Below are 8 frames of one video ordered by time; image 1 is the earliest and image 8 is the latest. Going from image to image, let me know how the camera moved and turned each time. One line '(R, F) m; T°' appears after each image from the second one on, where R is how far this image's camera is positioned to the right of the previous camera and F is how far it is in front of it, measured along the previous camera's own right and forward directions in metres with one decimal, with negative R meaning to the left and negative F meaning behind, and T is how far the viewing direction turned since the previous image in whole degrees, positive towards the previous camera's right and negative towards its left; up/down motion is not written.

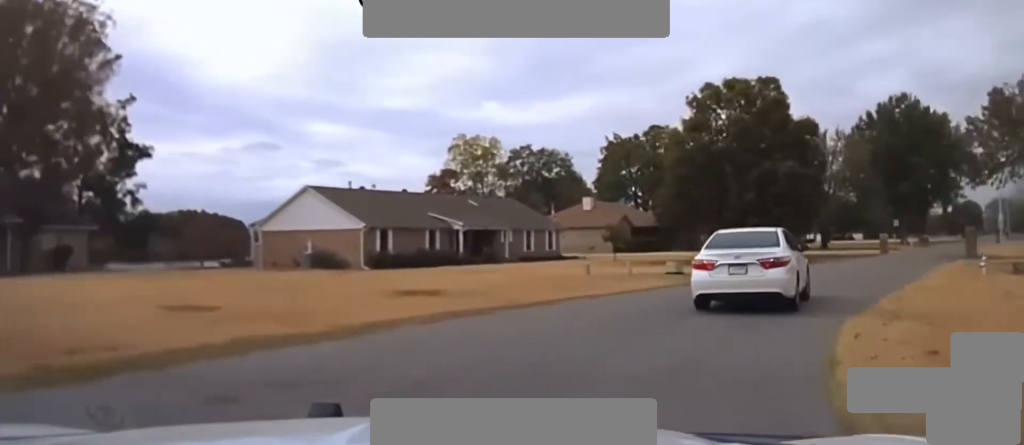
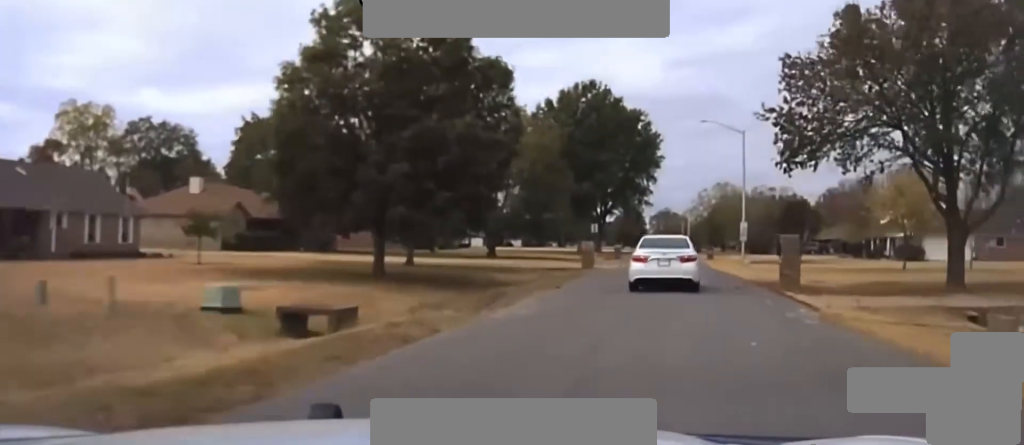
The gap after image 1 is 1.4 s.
(+3.4, +20.1) m; +18°
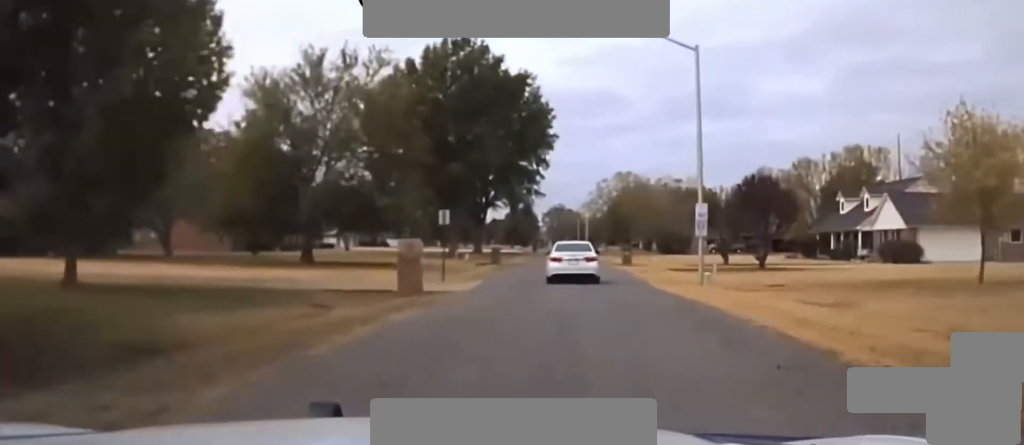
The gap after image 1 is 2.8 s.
(+3.7, +24.1) m; +12°
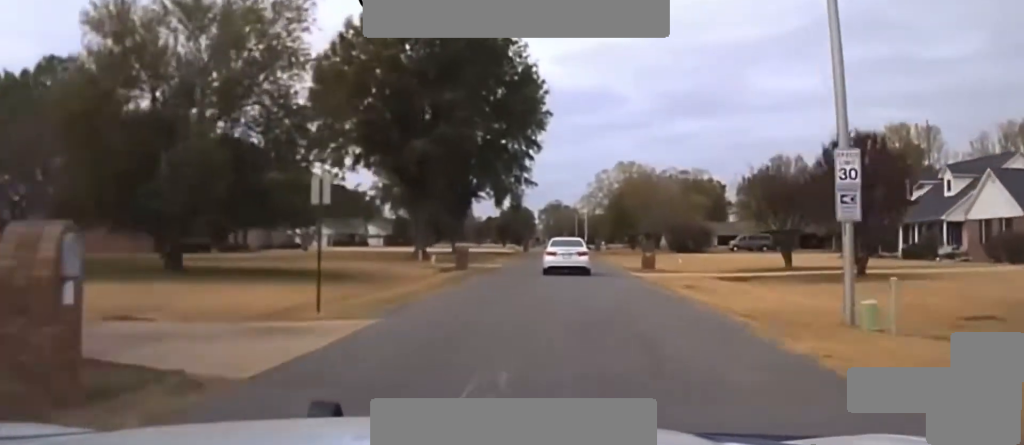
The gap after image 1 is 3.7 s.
(+0.2, +17.2) m; 0°
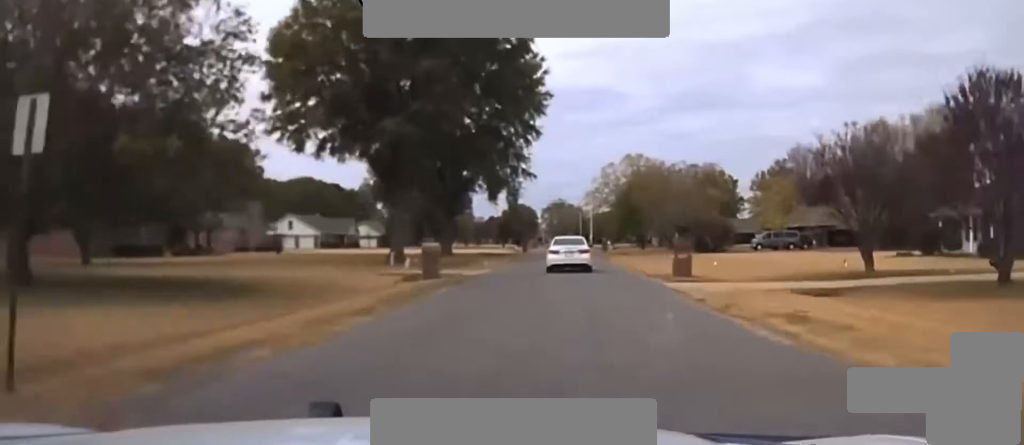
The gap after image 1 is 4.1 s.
(0.0, +9.5) m; -1°
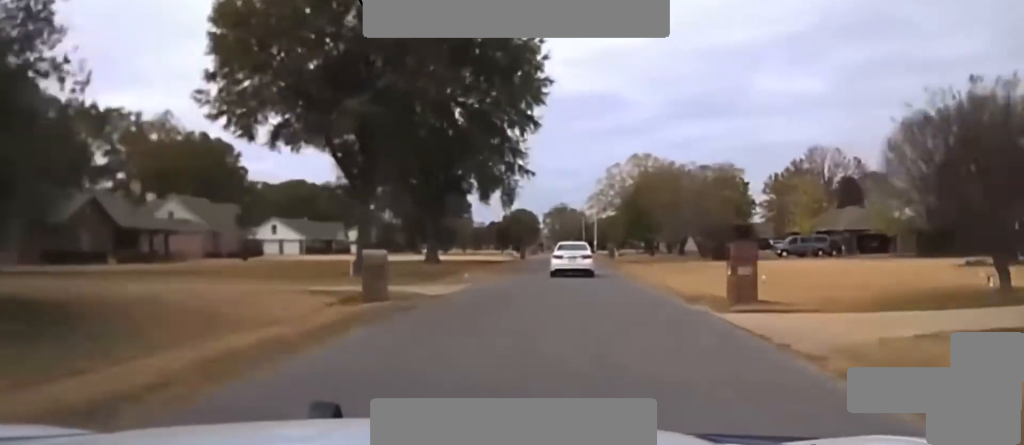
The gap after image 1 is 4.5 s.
(-0.1, +10.8) m; 0°
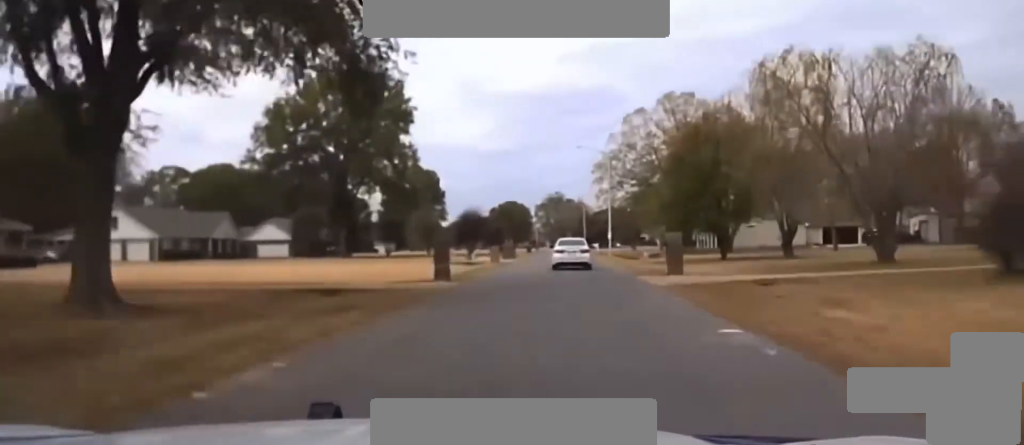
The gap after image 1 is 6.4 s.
(-0.3, +51.2) m; -1°
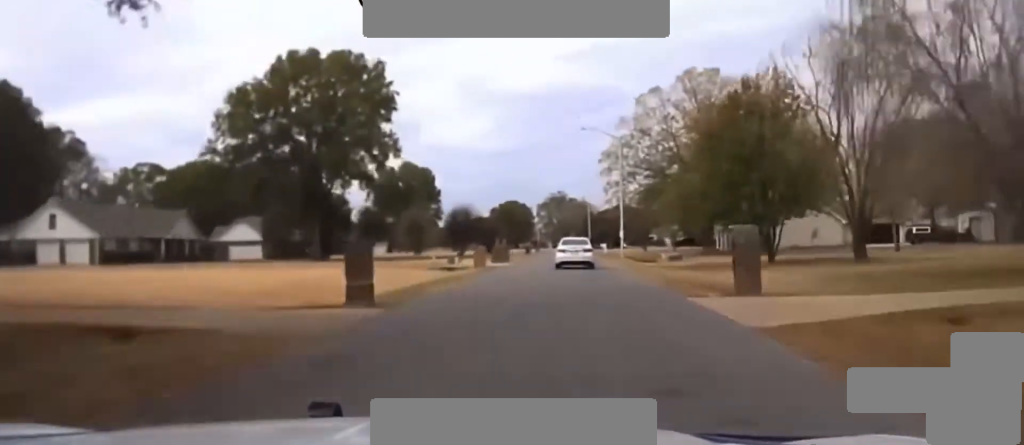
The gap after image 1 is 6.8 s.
(0.0, +13.1) m; 0°
